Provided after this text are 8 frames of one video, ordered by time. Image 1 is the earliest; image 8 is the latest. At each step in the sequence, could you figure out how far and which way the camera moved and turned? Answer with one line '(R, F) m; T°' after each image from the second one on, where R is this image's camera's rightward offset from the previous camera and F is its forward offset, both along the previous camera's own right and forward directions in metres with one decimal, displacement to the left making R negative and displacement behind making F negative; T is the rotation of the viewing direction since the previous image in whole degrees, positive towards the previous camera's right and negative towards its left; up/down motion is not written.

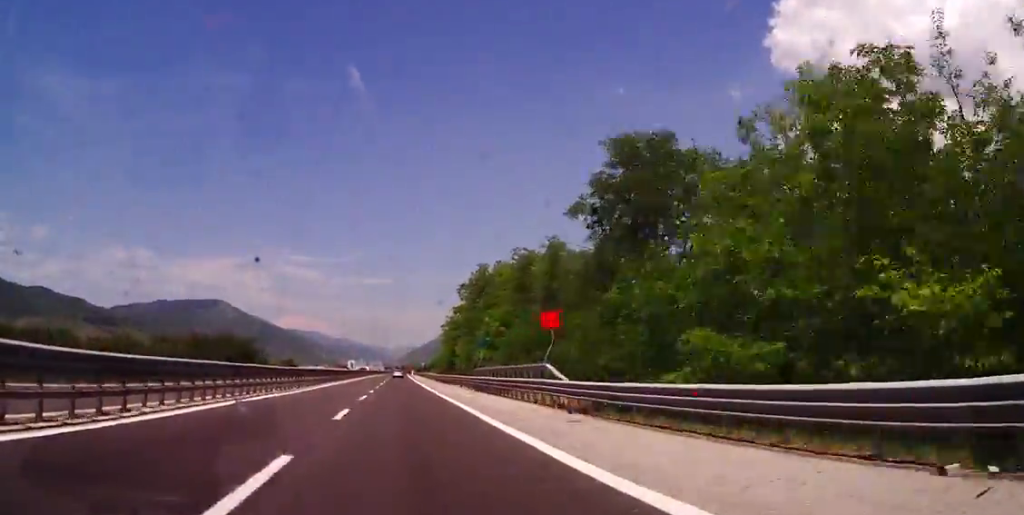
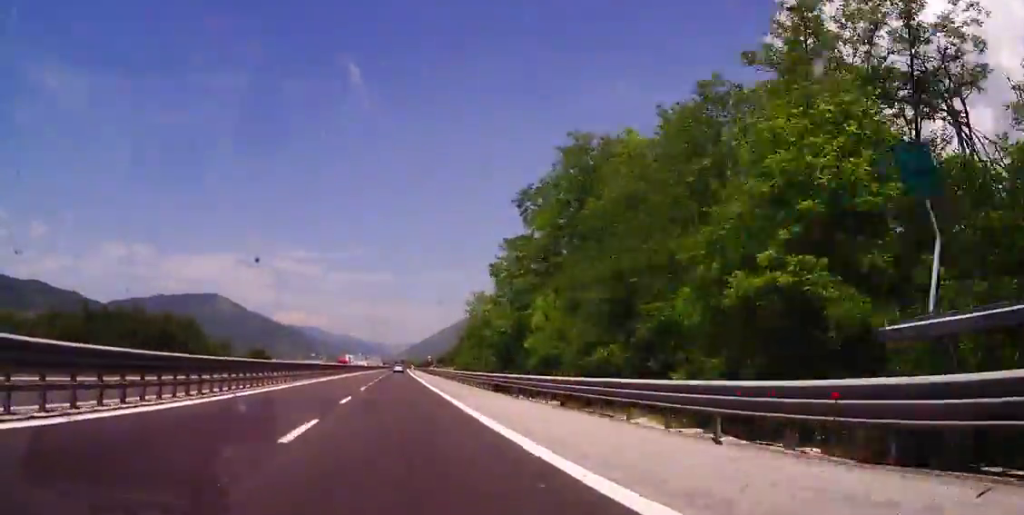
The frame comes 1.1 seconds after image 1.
(+0.3, +40.8) m; +1°
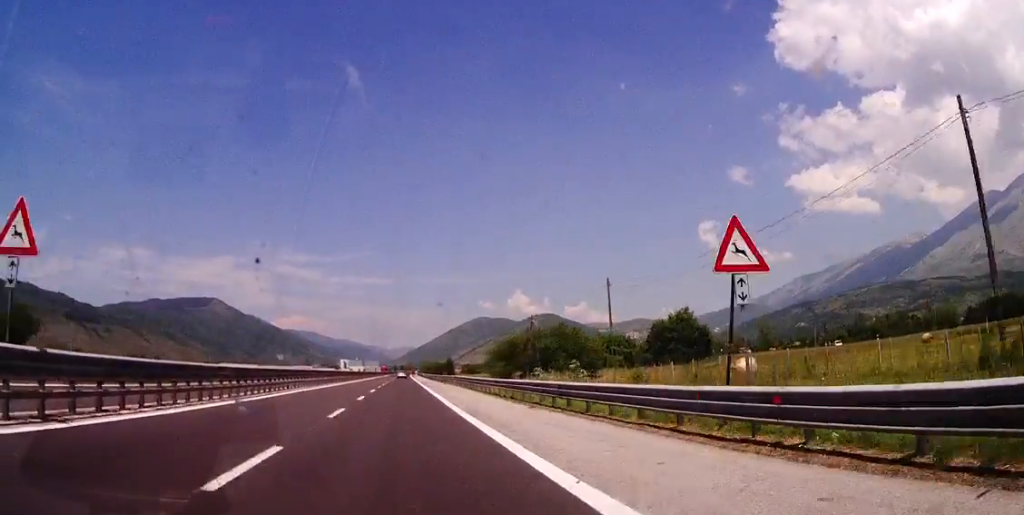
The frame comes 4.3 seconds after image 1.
(+0.1, +119.7) m; +1°
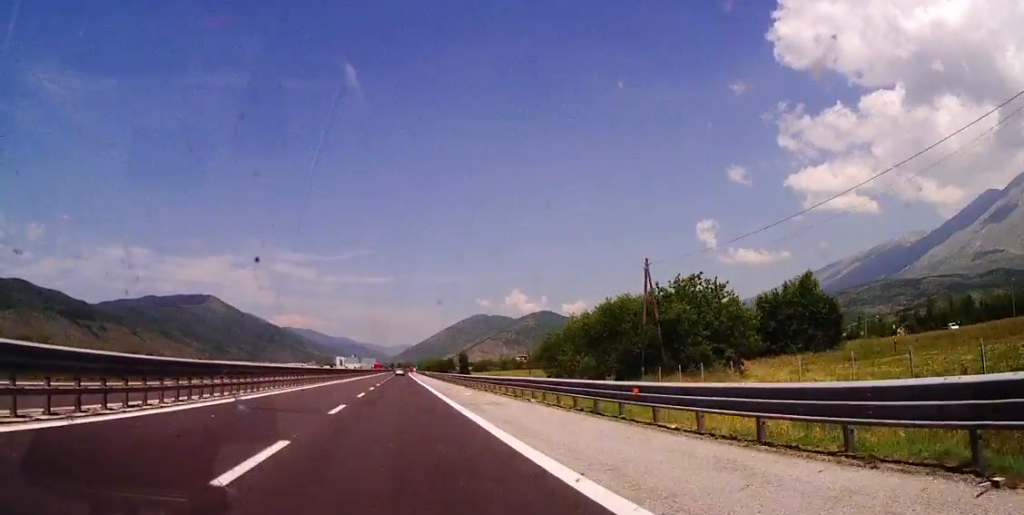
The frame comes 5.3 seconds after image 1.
(0.0, +34.5) m; -1°
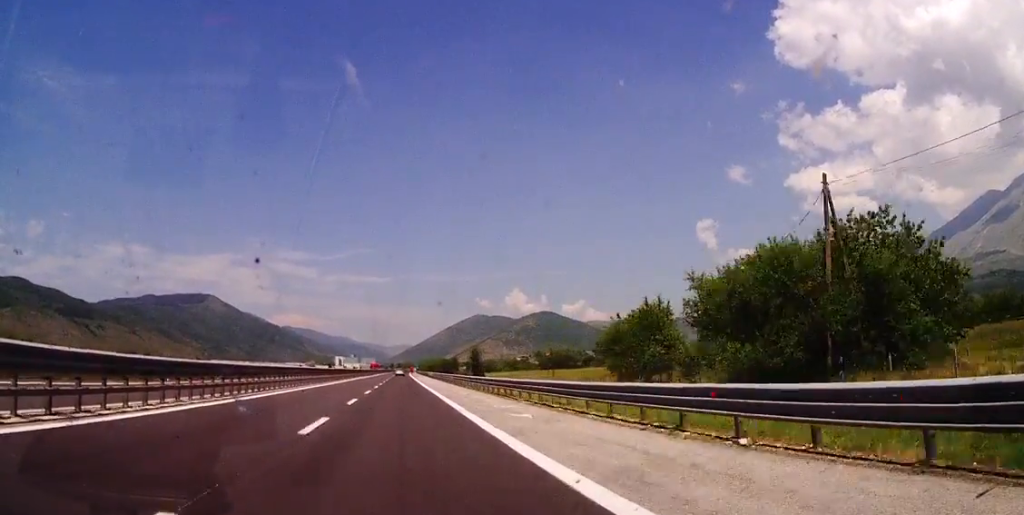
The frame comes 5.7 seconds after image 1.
(-0.1, +17.2) m; 0°
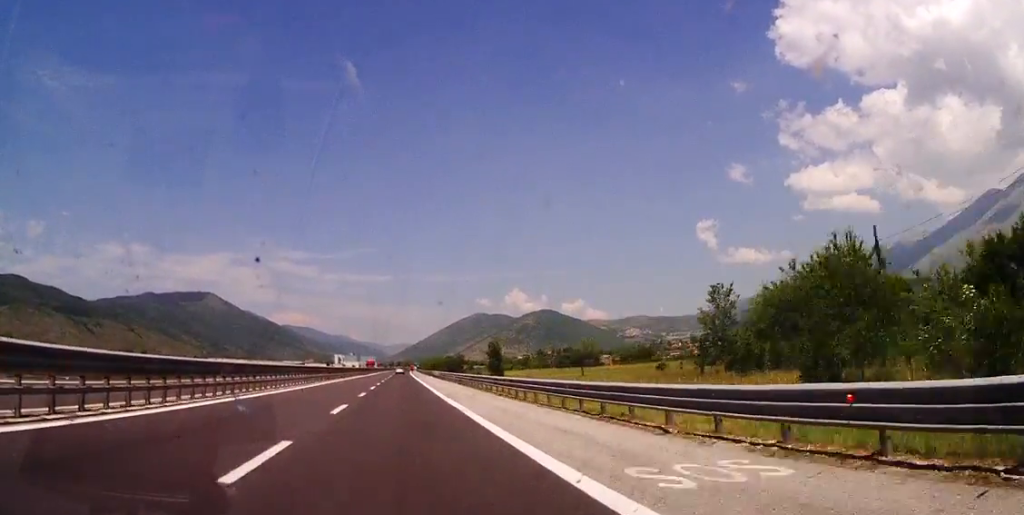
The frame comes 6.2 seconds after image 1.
(-0.2, +17.2) m; 0°
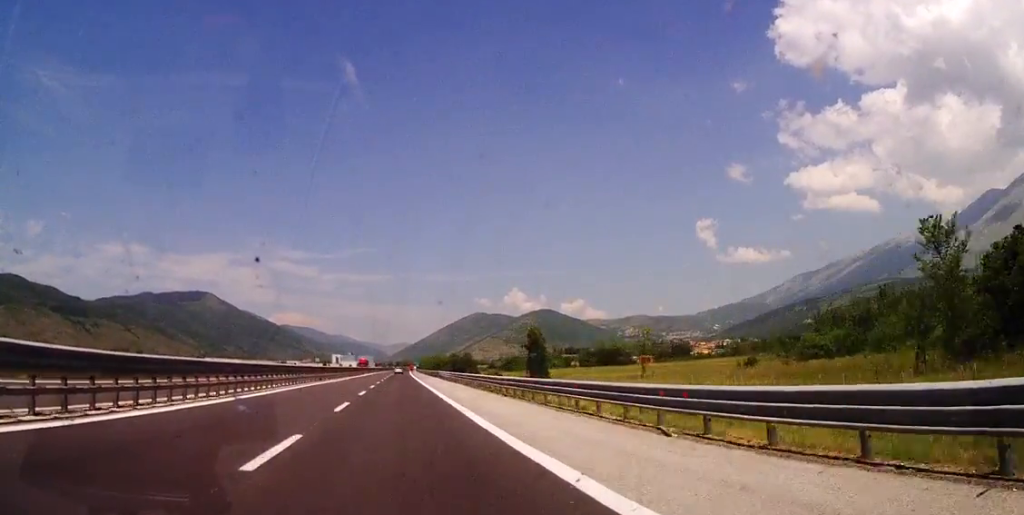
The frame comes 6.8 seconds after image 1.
(+0.2, +22.1) m; 0°
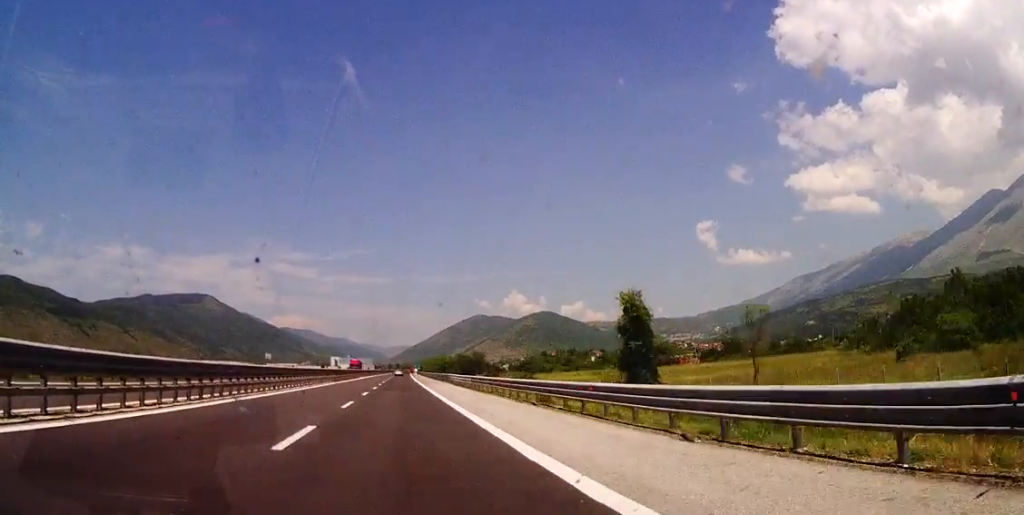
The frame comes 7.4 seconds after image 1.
(+0.3, +20.8) m; 0°
